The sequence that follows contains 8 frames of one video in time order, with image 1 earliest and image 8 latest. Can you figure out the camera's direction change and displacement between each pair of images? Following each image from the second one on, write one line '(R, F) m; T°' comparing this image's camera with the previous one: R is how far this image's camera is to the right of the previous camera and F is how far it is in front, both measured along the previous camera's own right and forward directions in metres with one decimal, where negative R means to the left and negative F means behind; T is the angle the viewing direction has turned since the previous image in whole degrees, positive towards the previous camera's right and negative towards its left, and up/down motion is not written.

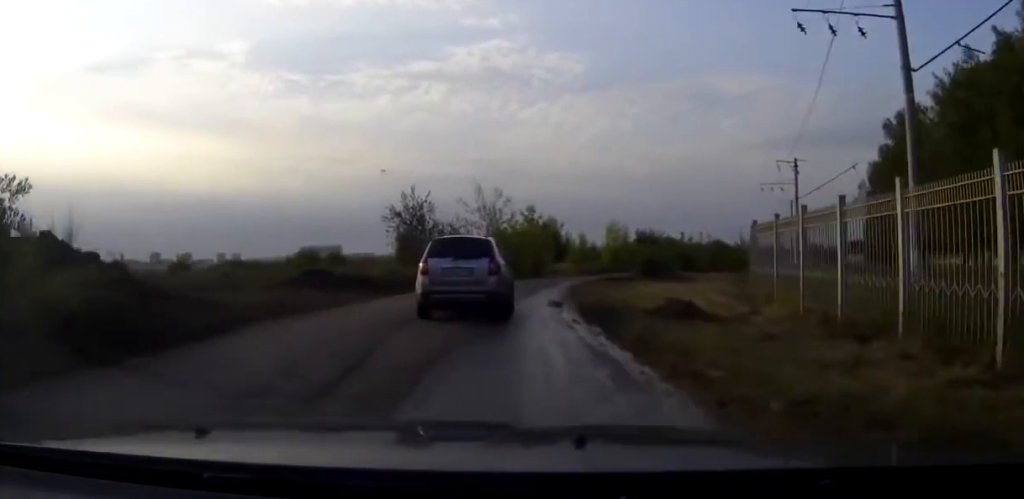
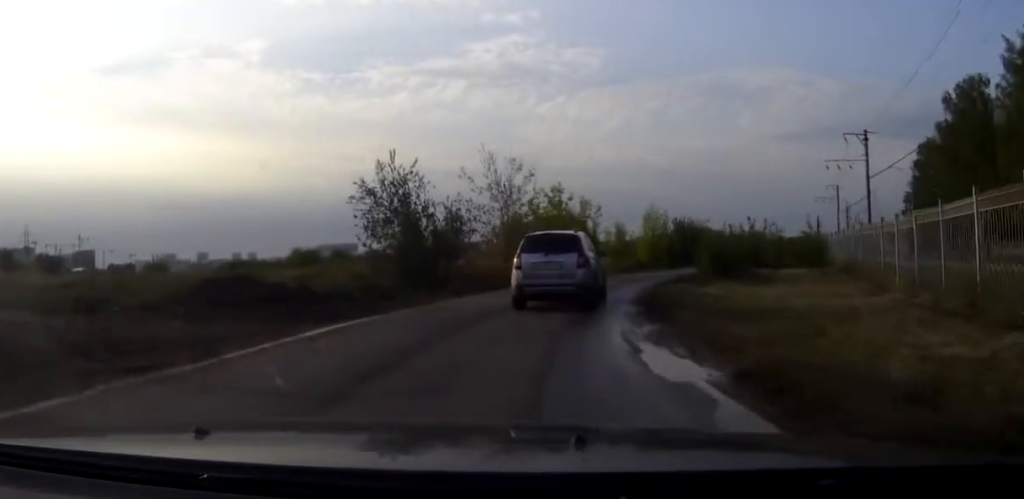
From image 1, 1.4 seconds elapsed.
(-0.3, +12.2) m; -1°
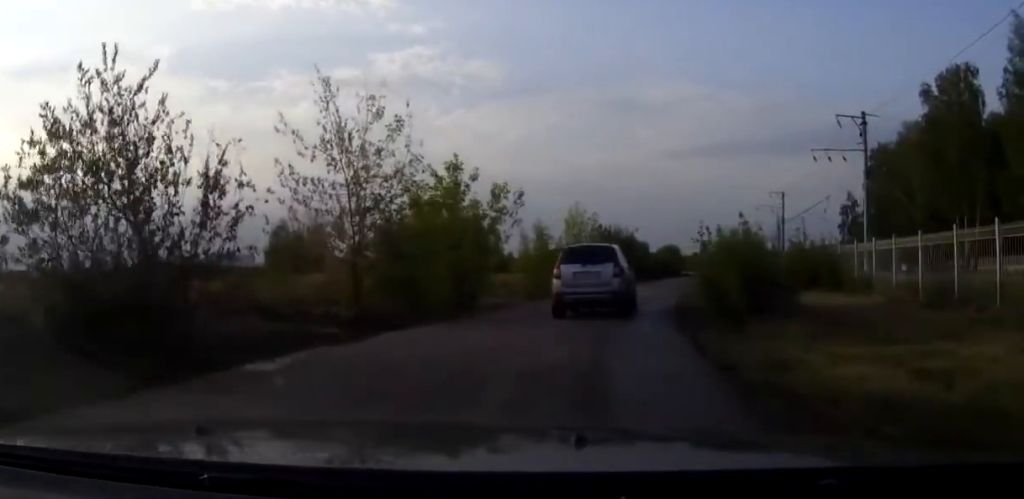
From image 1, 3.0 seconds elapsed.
(+0.6, +15.4) m; +7°
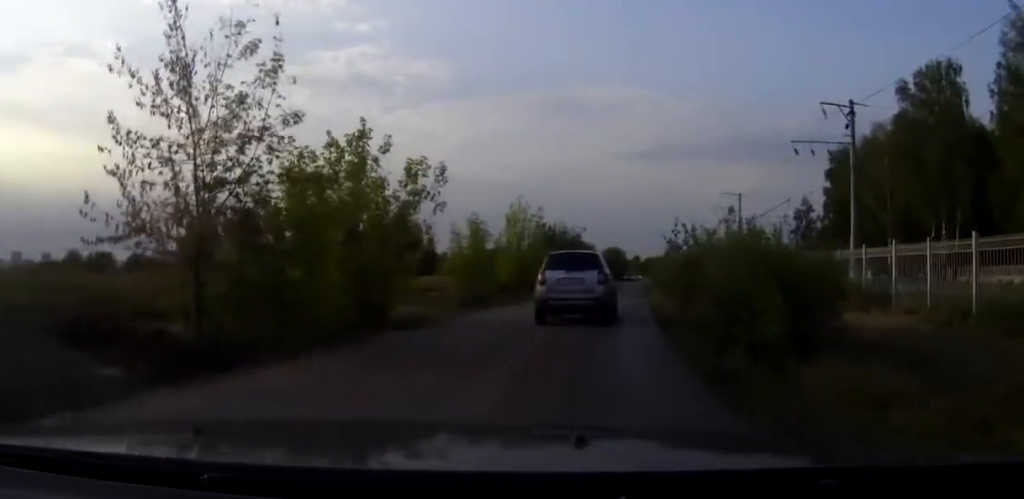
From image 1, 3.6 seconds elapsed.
(0.0, +6.0) m; +4°
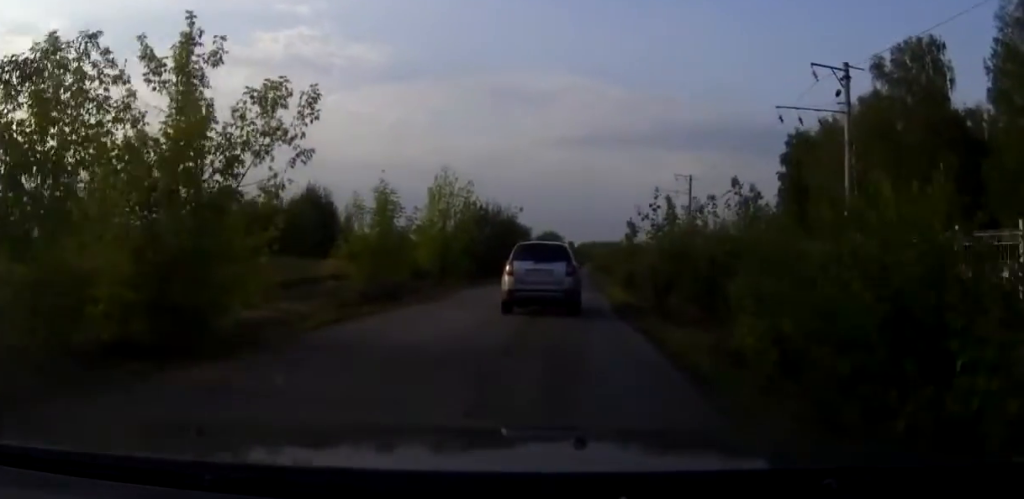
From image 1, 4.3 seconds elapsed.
(+0.4, +7.3) m; +4°
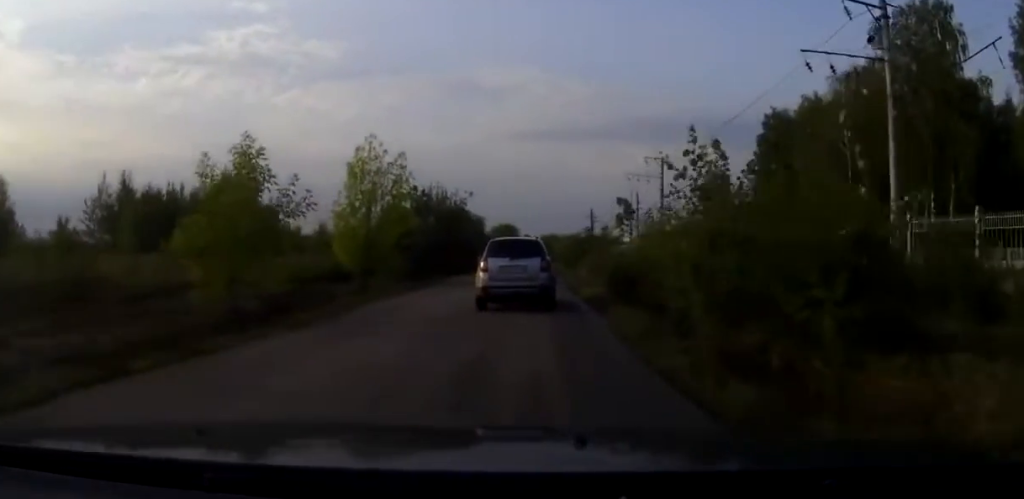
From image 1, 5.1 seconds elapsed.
(+0.4, +8.7) m; +4°
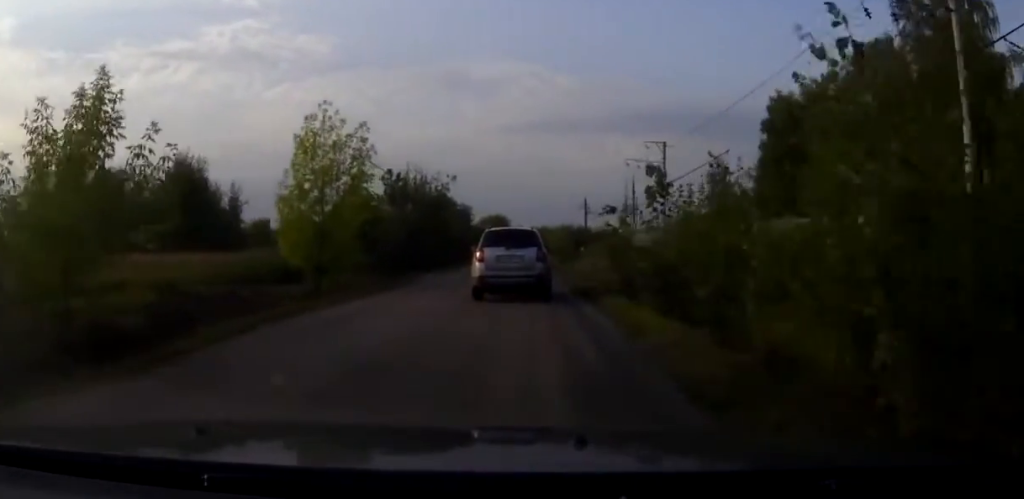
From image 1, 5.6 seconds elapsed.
(+0.1, +5.7) m; +2°
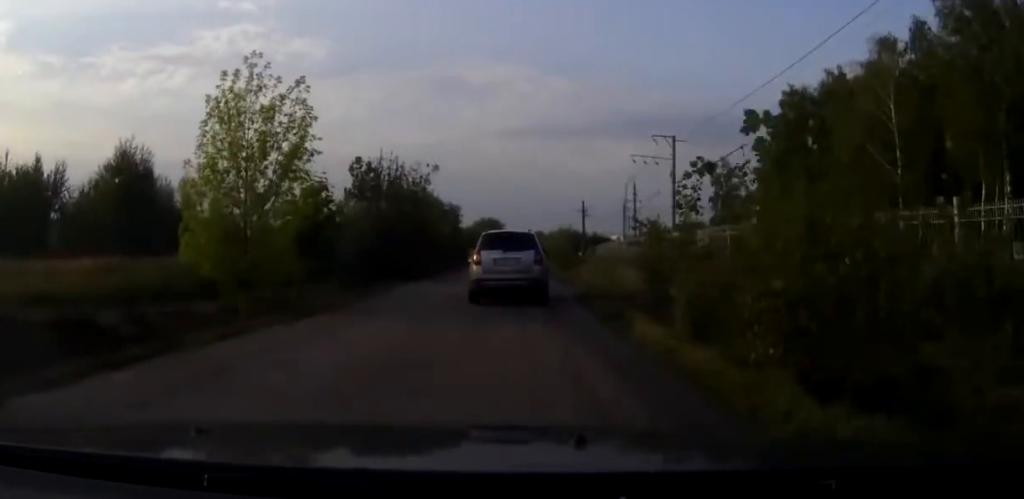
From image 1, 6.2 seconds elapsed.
(+0.1, +6.6) m; +1°
